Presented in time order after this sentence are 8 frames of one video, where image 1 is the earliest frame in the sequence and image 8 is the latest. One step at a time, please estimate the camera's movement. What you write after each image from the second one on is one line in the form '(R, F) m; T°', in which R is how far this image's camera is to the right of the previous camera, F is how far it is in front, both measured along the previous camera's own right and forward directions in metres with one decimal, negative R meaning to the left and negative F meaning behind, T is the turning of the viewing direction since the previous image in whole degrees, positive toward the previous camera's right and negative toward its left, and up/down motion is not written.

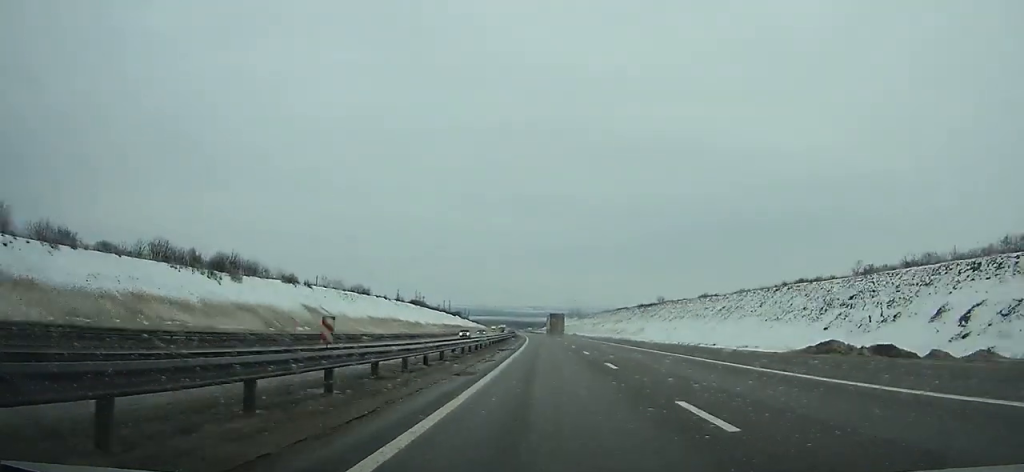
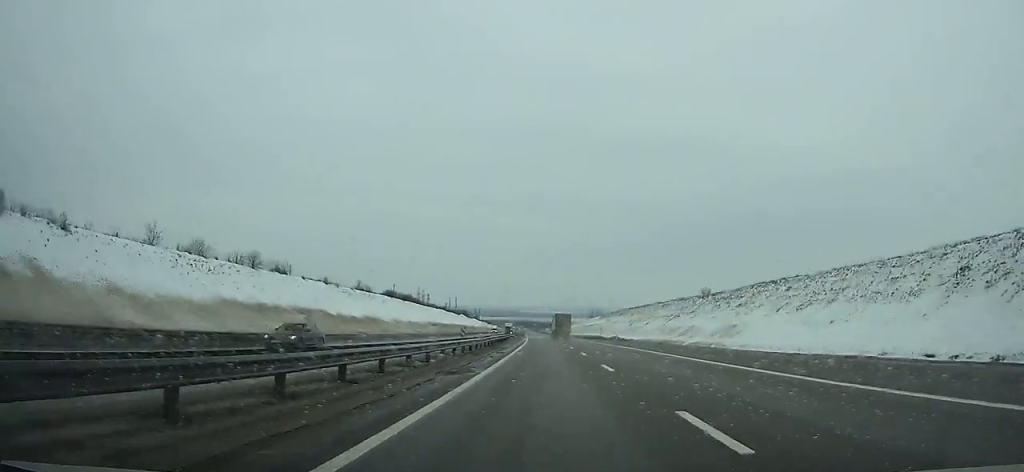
(-1.1, +61.9) m; -1°
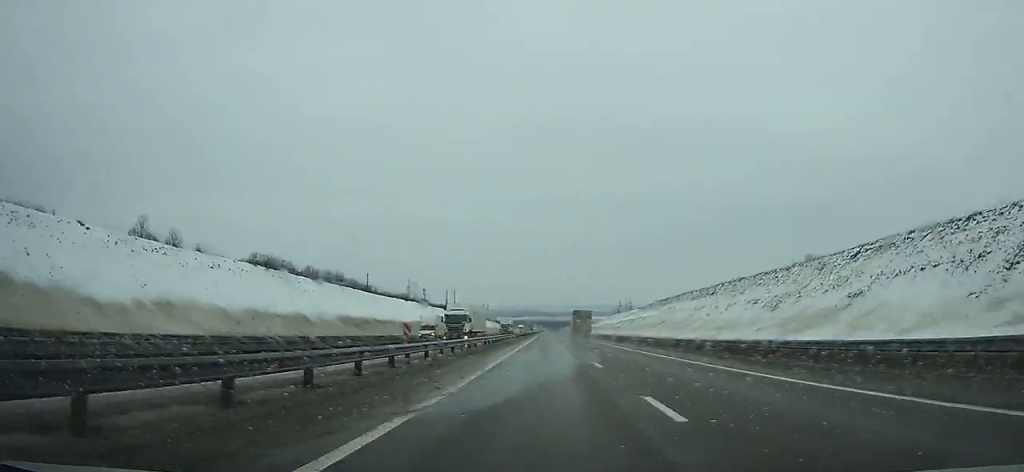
(-1.7, +95.6) m; -1°
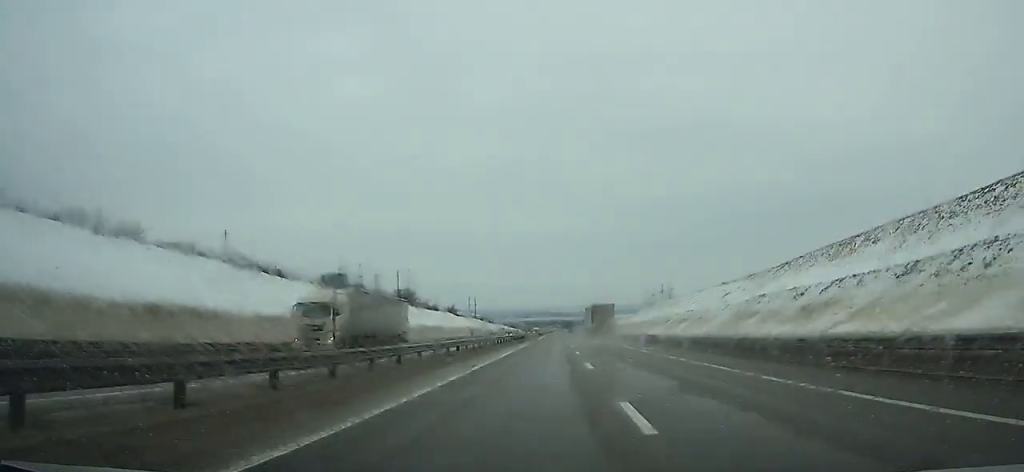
(-1.5, +146.7) m; -1°
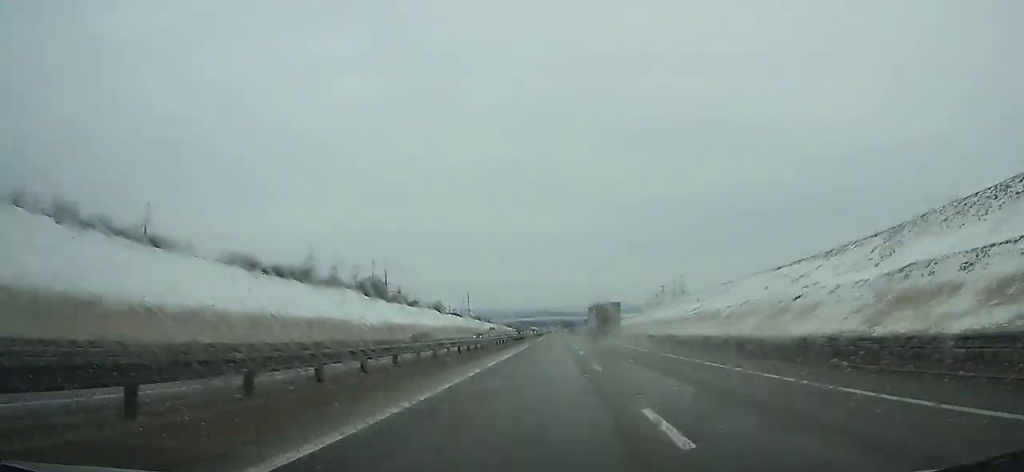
(-0.1, +37.4) m; 0°
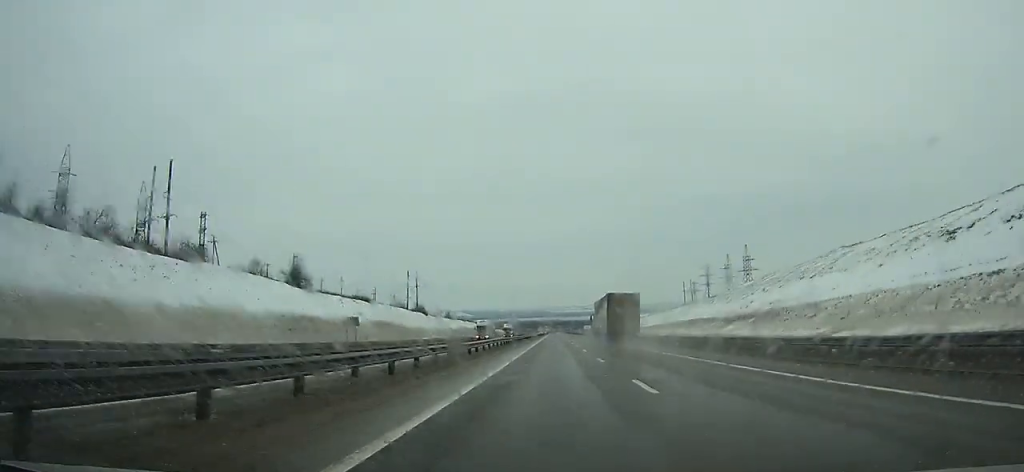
(0.0, +126.5) m; 0°
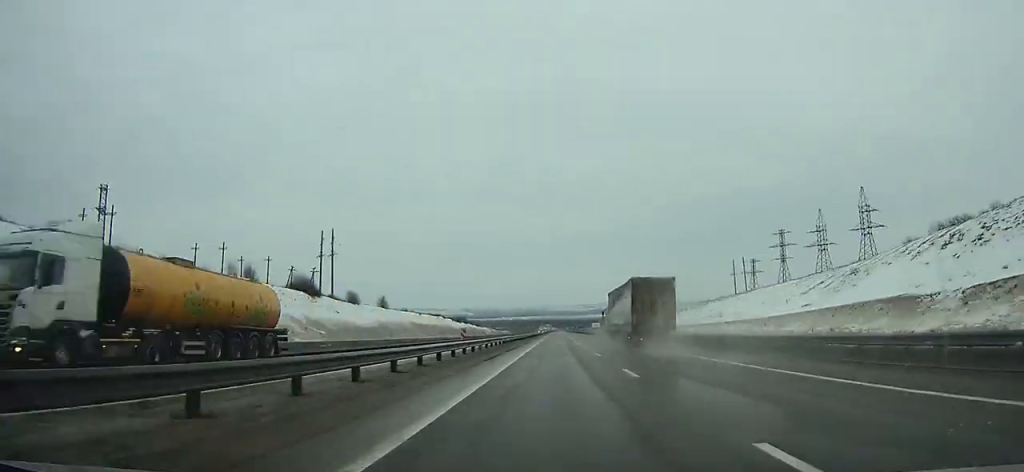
(0.0, +93.4) m; 0°
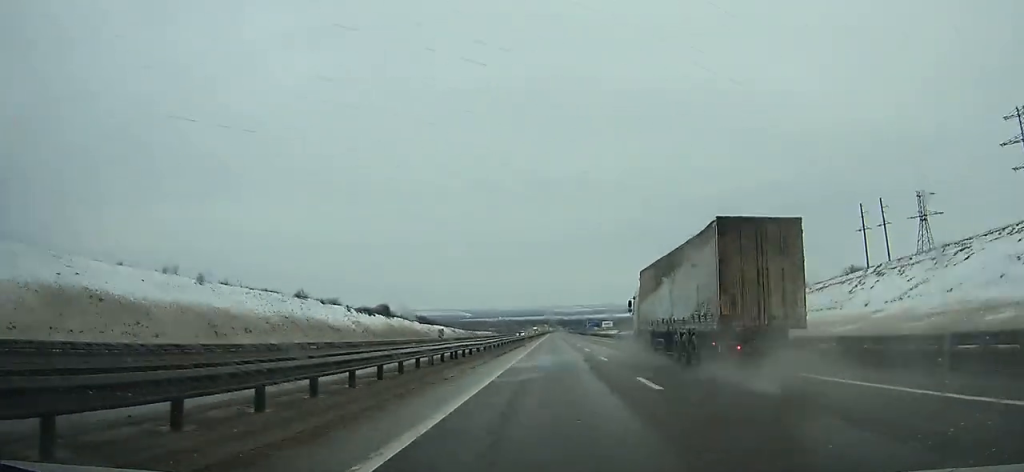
(+0.1, +110.6) m; 0°
